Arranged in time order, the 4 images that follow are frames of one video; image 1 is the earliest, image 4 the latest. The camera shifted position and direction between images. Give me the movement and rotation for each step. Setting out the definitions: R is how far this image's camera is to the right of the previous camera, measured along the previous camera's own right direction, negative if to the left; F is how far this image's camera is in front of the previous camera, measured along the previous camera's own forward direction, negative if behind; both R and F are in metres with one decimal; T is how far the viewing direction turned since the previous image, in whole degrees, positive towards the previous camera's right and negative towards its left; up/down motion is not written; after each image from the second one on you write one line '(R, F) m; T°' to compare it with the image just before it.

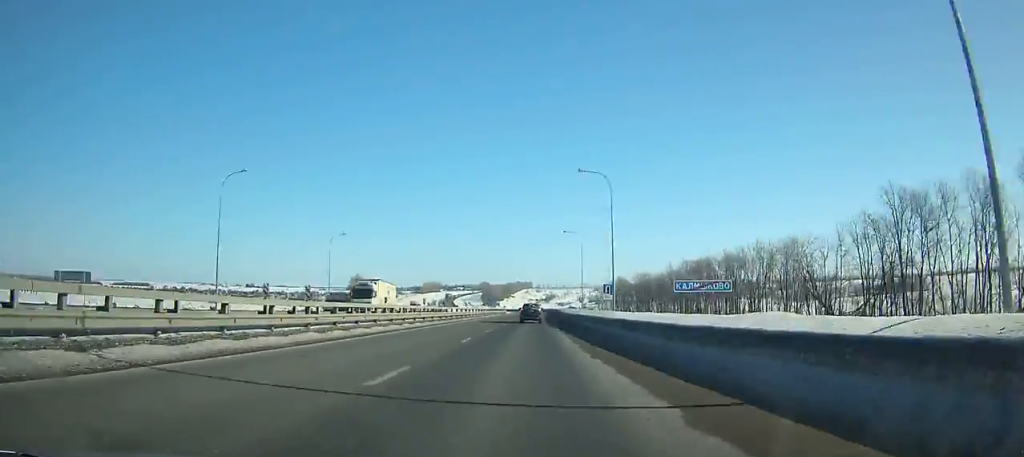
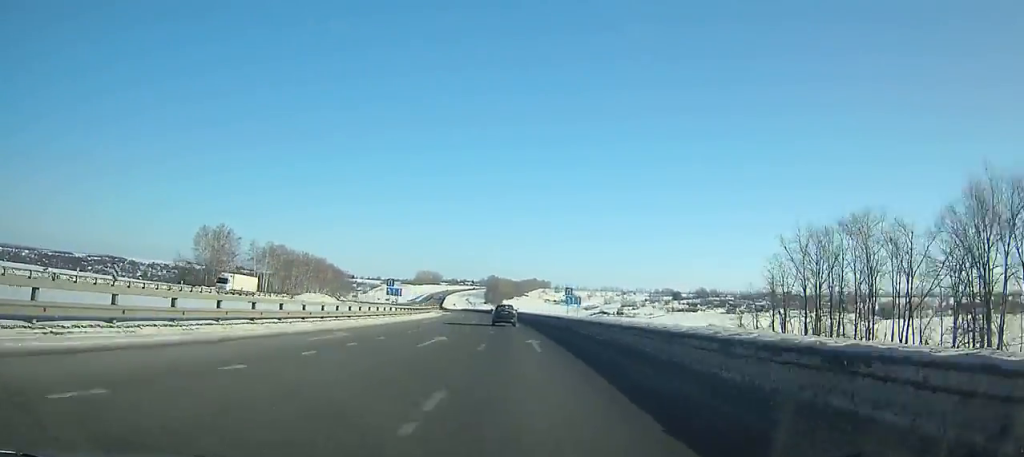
(+3.4, +195.5) m; -1°
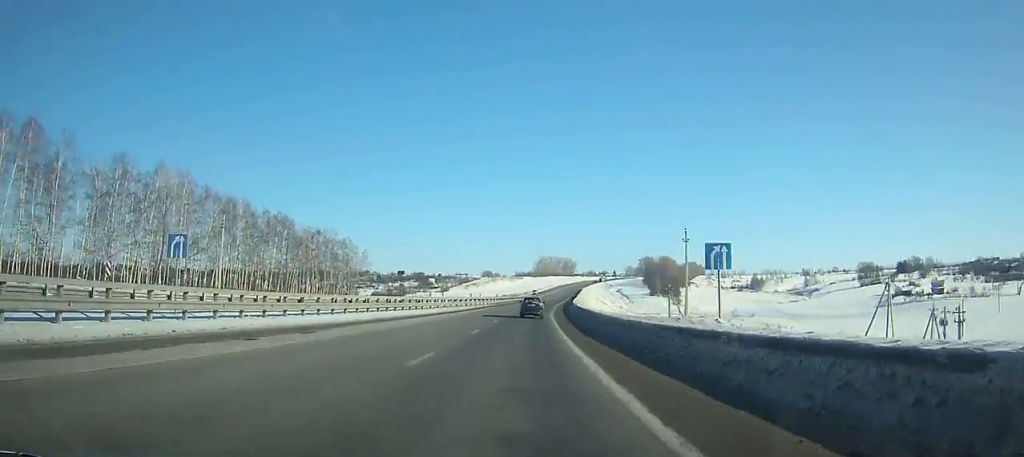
(-32.1, +267.4) m; -11°
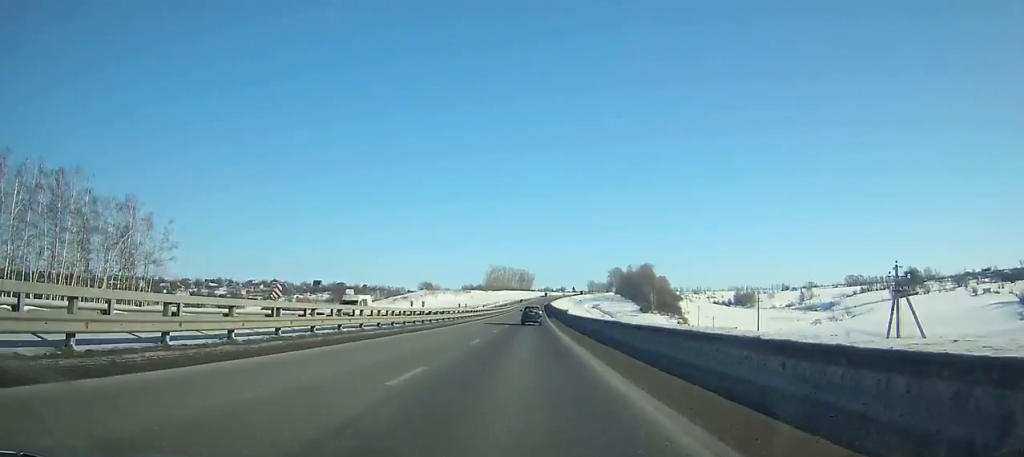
(+1.0, +100.4) m; +2°
